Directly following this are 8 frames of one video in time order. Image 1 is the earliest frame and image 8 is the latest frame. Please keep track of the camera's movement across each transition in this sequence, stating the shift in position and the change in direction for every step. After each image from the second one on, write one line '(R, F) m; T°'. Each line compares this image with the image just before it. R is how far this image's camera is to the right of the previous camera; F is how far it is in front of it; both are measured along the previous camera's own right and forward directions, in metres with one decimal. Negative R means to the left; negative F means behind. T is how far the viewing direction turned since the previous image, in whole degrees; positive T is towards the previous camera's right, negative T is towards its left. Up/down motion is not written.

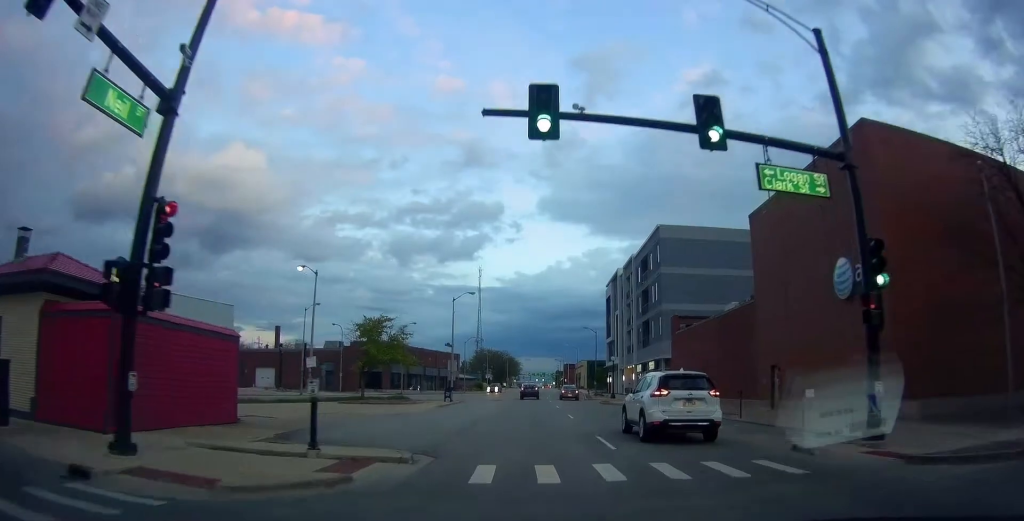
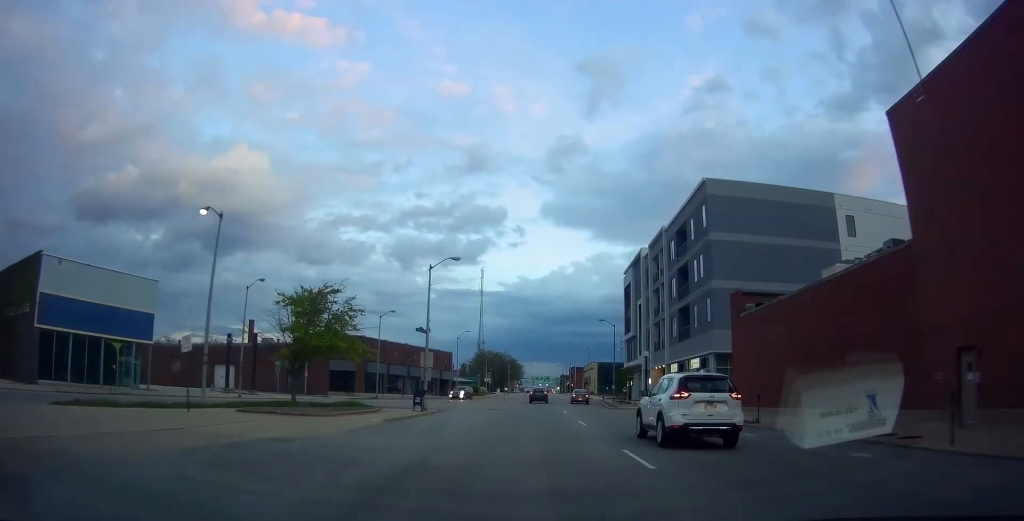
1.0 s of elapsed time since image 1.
(-0.4, +15.1) m; -2°
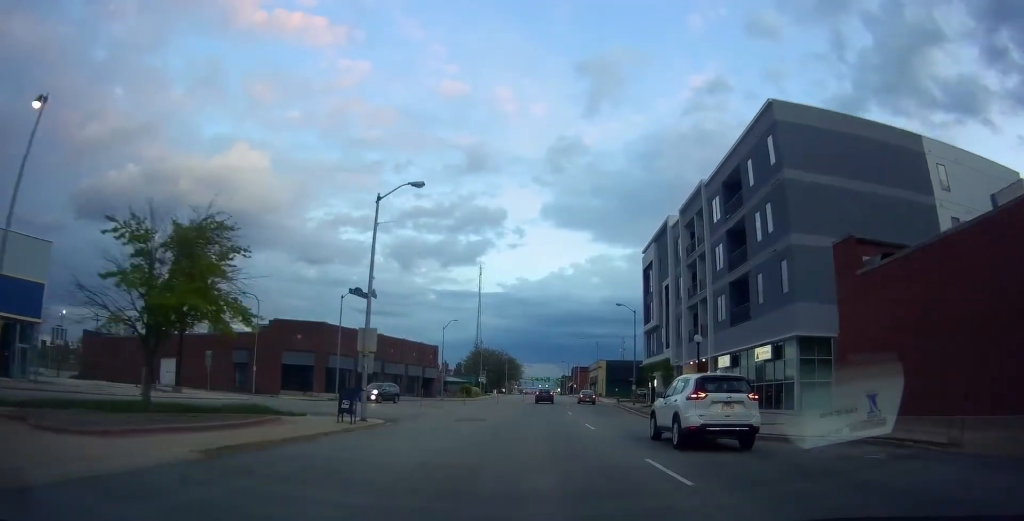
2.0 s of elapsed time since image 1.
(0.0, +14.3) m; 0°
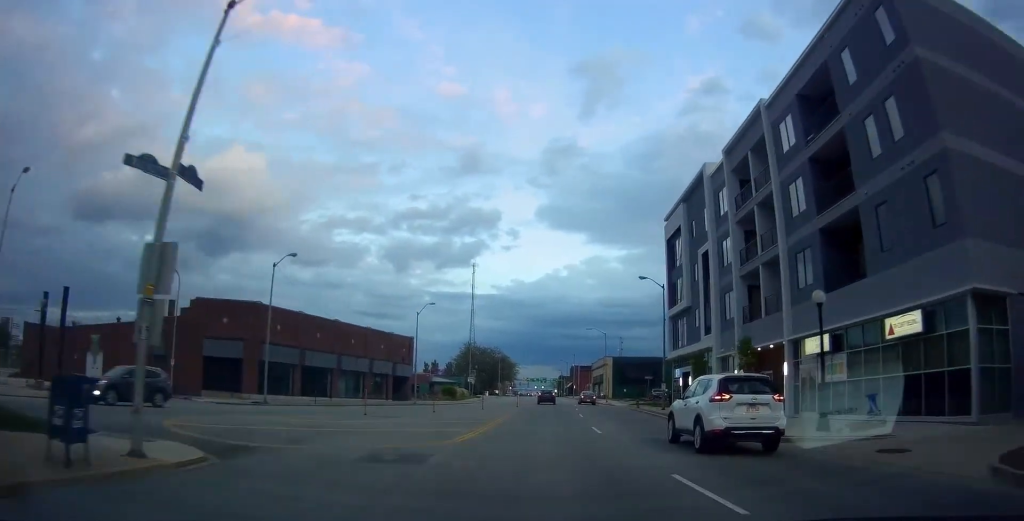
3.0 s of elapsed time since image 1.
(0.0, +14.5) m; +2°
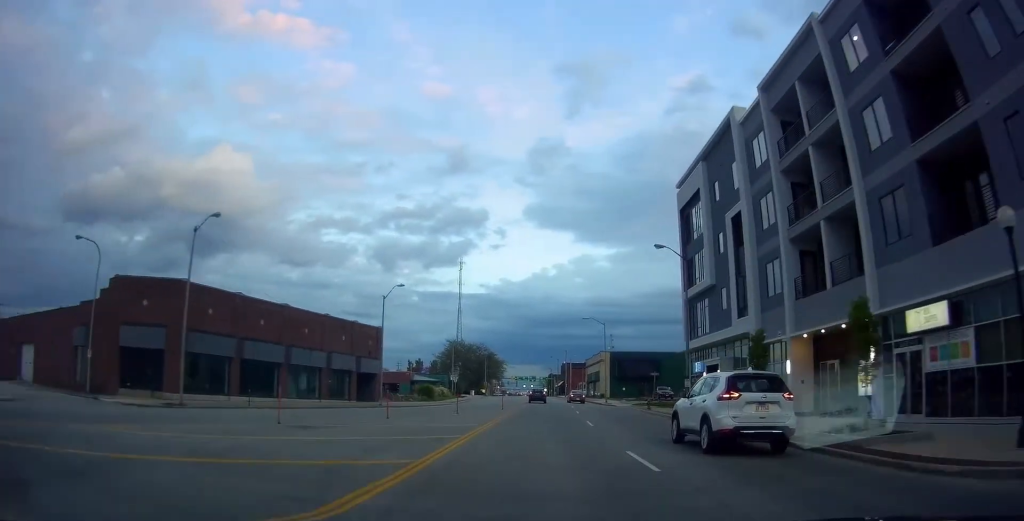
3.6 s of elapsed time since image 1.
(-0.1, +9.5) m; +2°
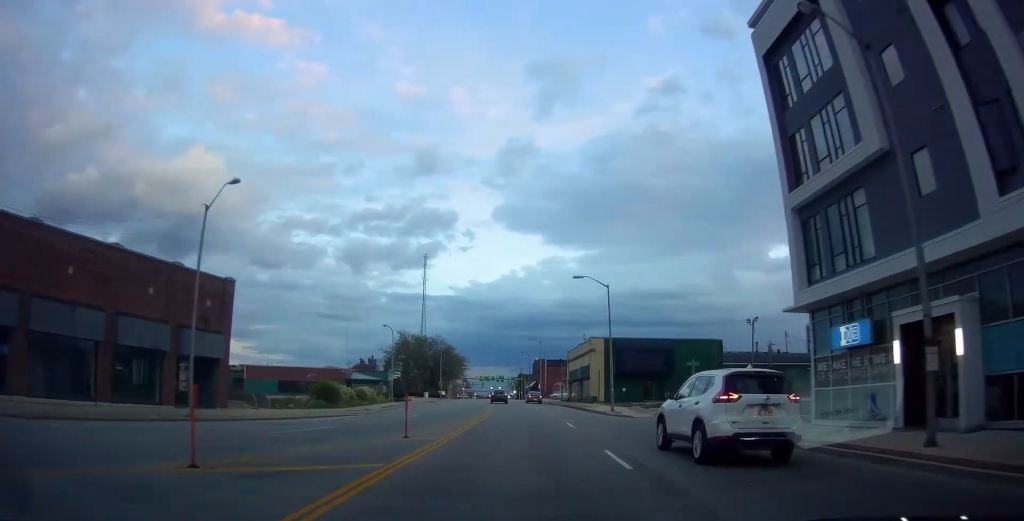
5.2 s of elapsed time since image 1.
(+0.2, +23.8) m; -1°
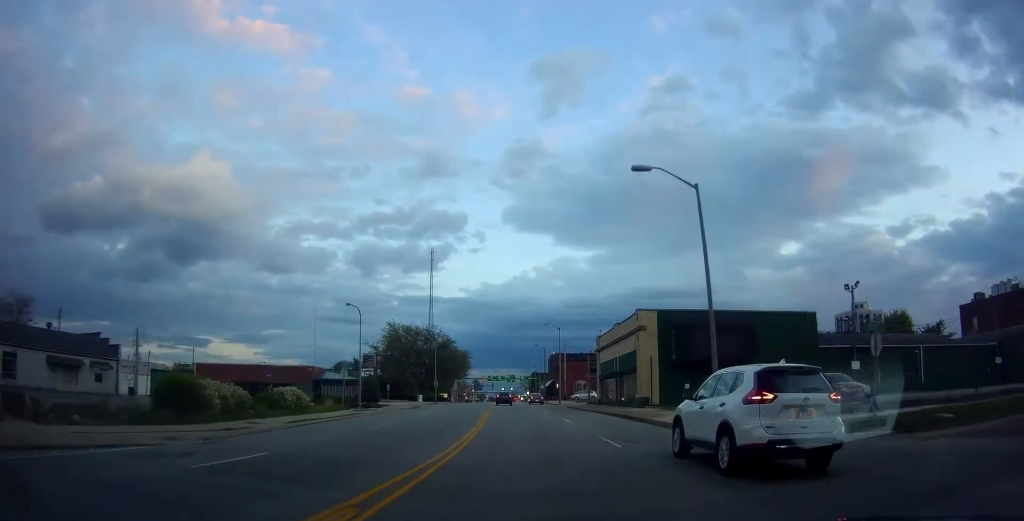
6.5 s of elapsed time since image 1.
(+0.1, +20.4) m; -1°
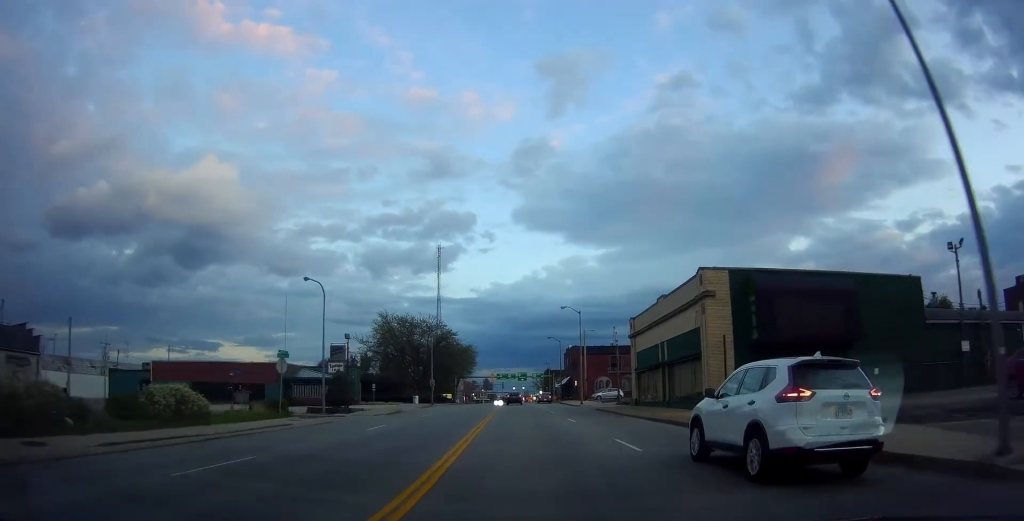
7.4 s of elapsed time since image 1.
(-0.4, +13.2) m; -1°
